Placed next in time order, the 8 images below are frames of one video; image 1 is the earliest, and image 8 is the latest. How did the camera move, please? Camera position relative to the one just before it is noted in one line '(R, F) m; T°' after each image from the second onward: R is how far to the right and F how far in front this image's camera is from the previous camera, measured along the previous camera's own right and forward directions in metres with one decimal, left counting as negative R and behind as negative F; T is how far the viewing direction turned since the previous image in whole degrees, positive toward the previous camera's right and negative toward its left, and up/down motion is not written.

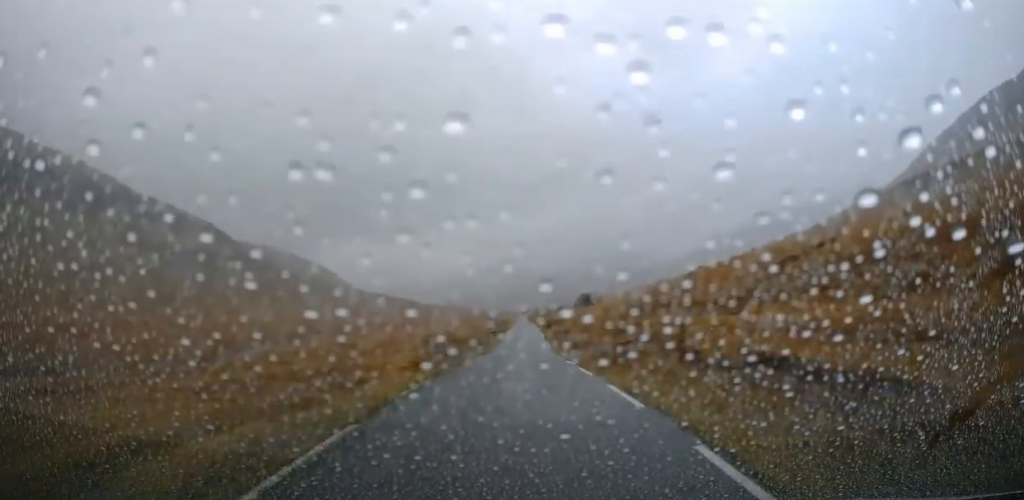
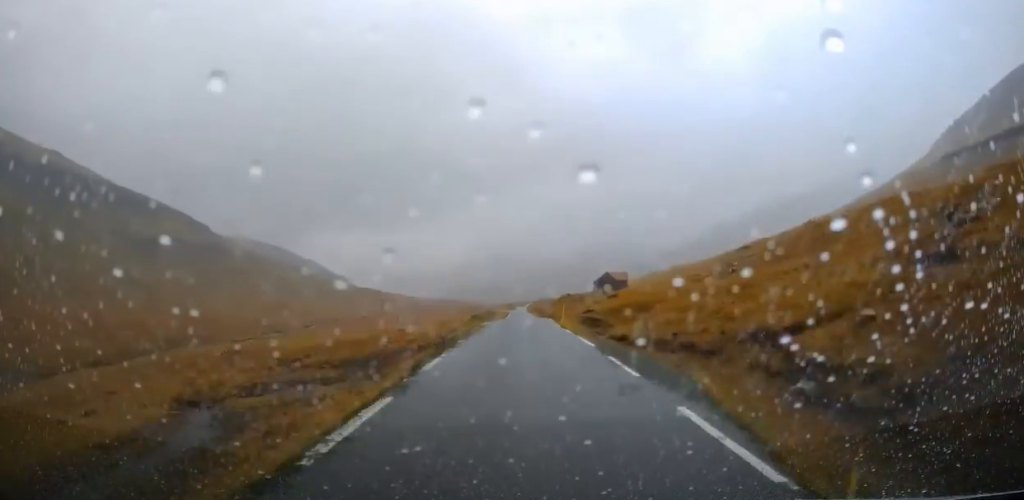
(-0.1, +45.1) m; 0°
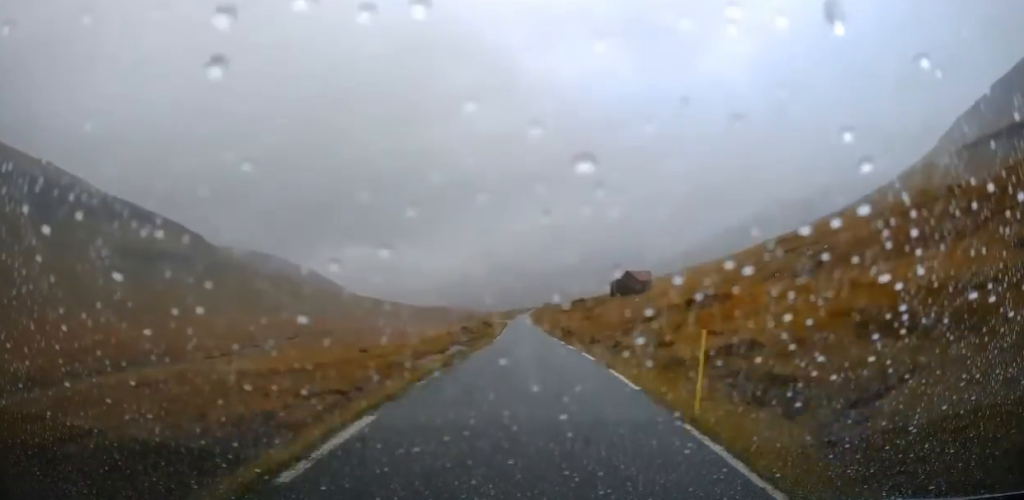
(0.0, +20.1) m; 0°
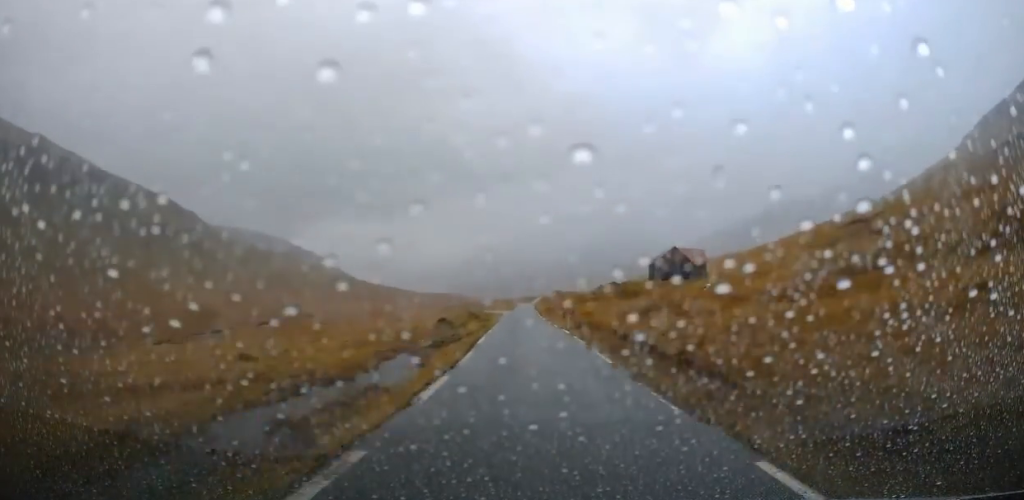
(-0.1, +27.3) m; 0°
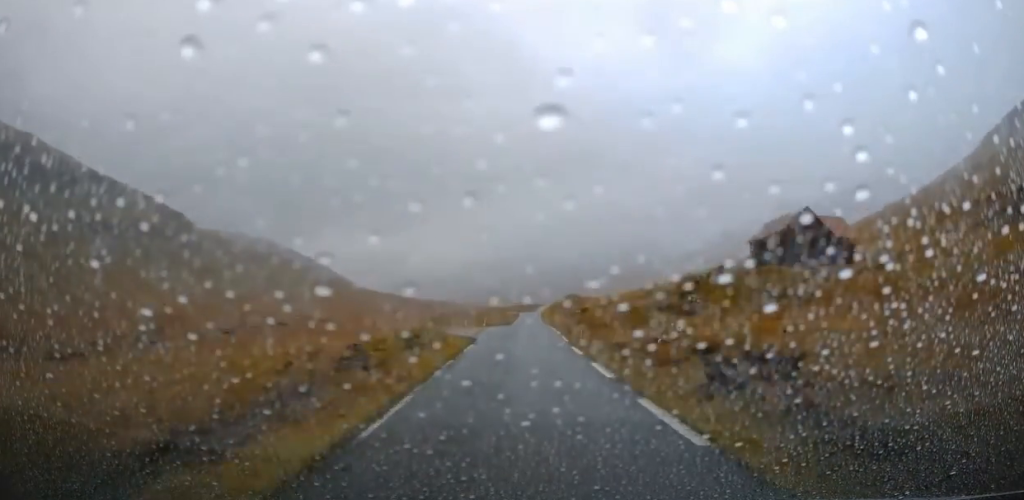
(+0.1, +41.5) m; 0°
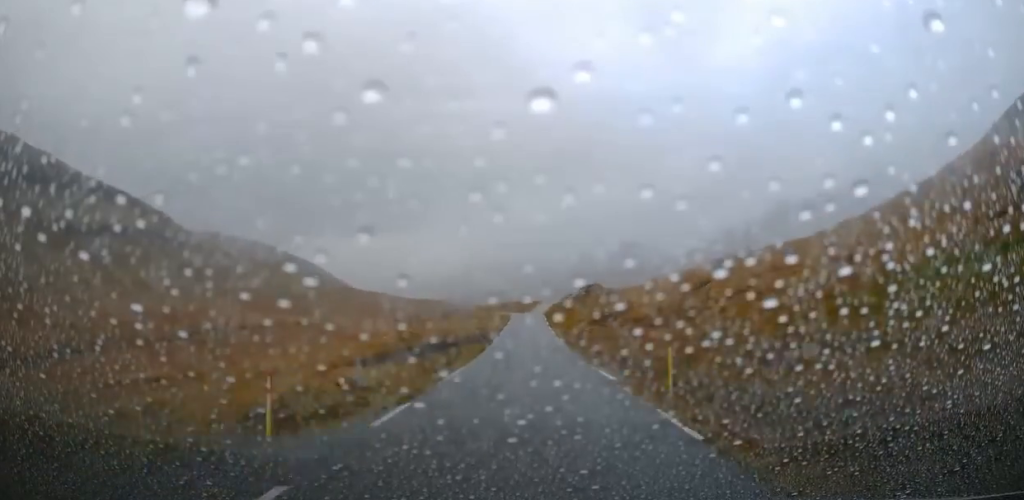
(+0.1, +40.5) m; 0°
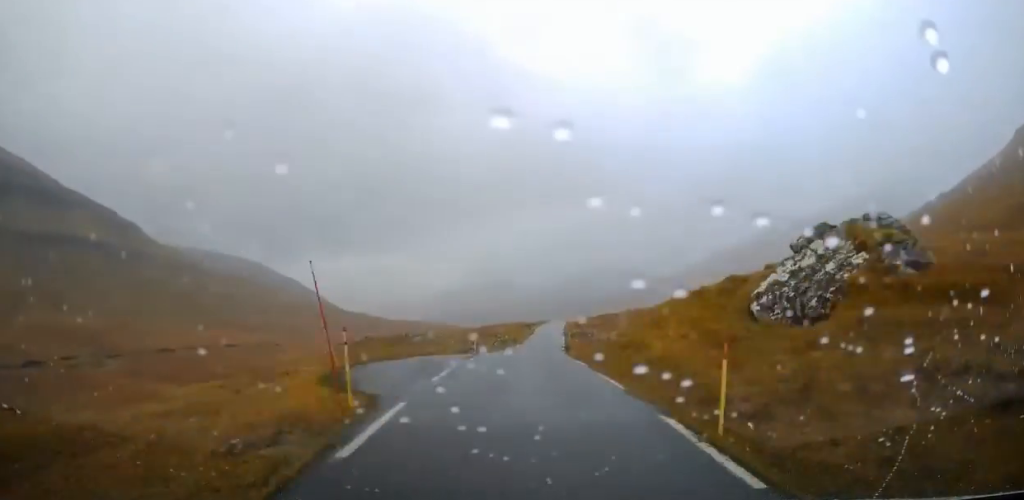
(+0.7, +61.7) m; +2°
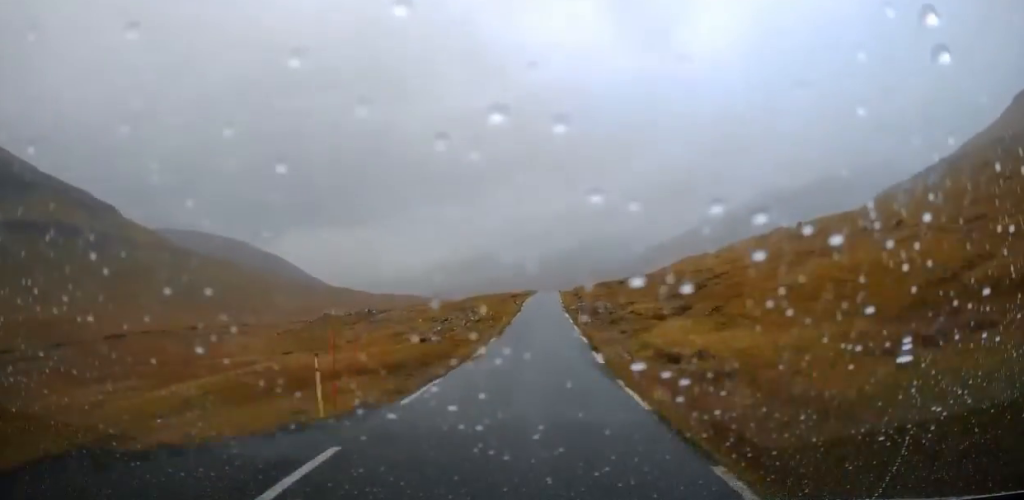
(+0.2, +22.8) m; +1°
